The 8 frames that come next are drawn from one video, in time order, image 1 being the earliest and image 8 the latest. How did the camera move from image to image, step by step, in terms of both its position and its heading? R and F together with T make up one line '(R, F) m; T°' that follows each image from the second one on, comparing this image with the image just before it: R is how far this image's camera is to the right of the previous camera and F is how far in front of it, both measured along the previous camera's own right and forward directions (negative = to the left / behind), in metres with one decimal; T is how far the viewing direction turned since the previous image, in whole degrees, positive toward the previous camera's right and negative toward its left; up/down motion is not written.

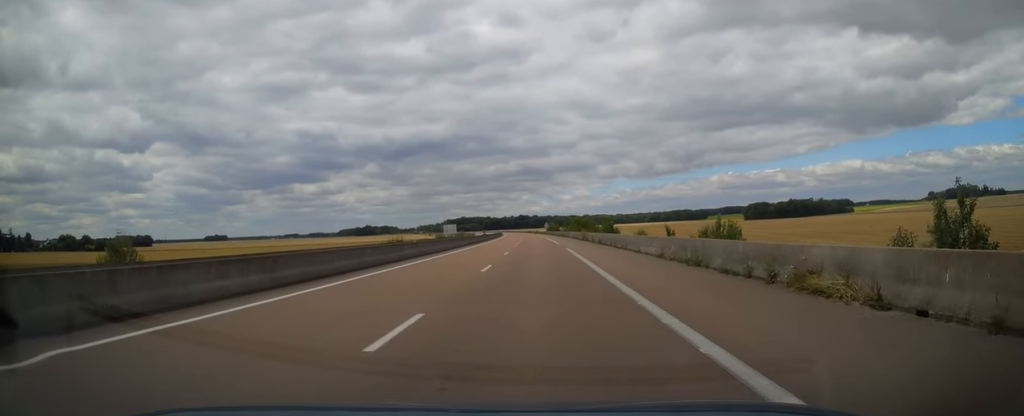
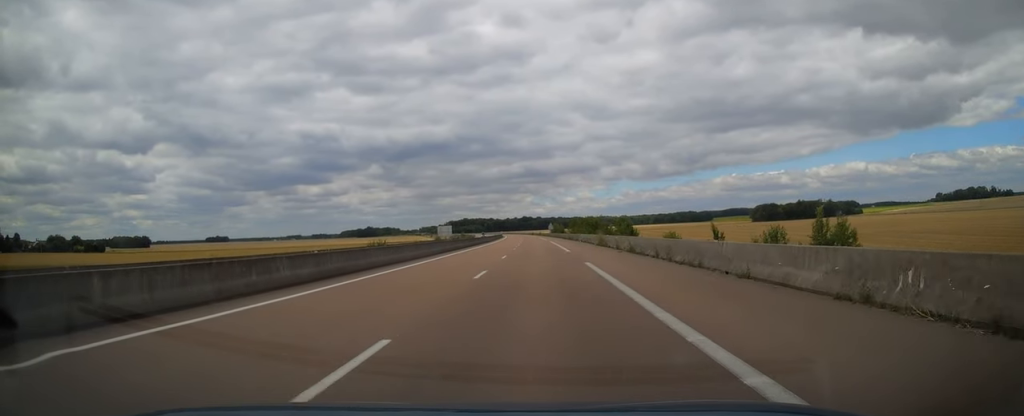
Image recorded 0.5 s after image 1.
(0.0, +15.1) m; 0°
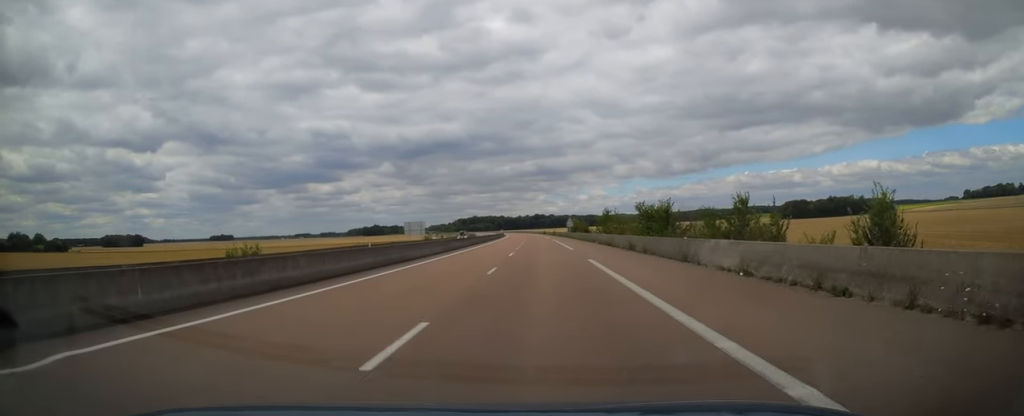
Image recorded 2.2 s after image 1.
(-0.6, +50.3) m; -1°
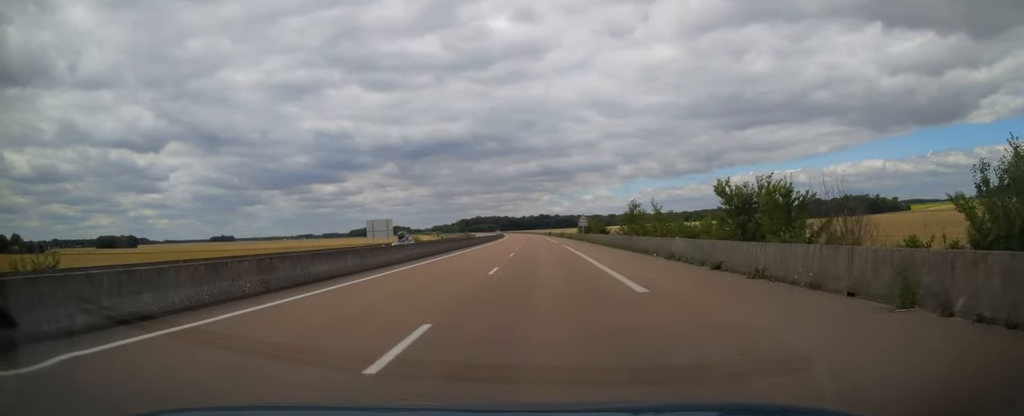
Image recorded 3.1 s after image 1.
(-0.2, +25.9) m; 0°
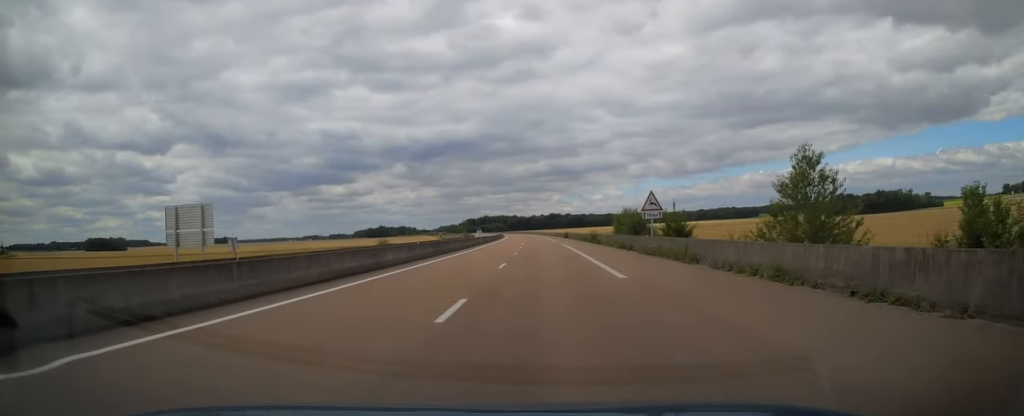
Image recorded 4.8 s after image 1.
(-0.1, +48.3) m; -1°
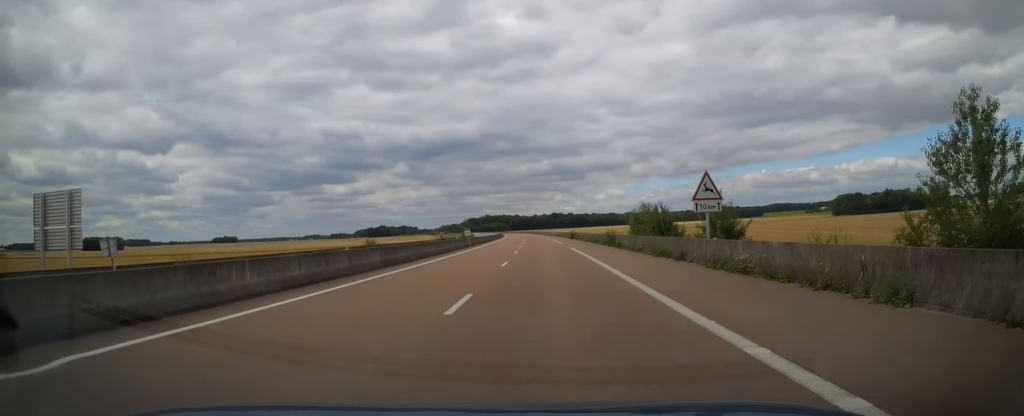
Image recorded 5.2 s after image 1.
(-0.2, +12.2) m; 0°
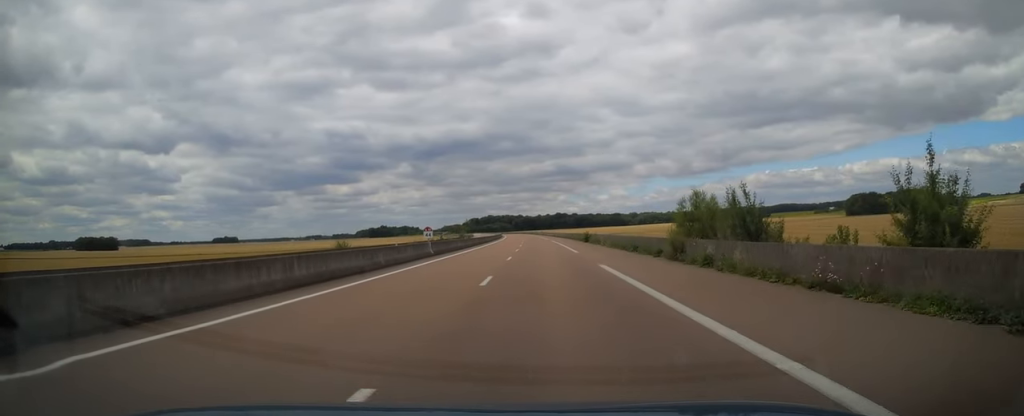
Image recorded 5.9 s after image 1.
(-0.2, +20.5) m; 0°
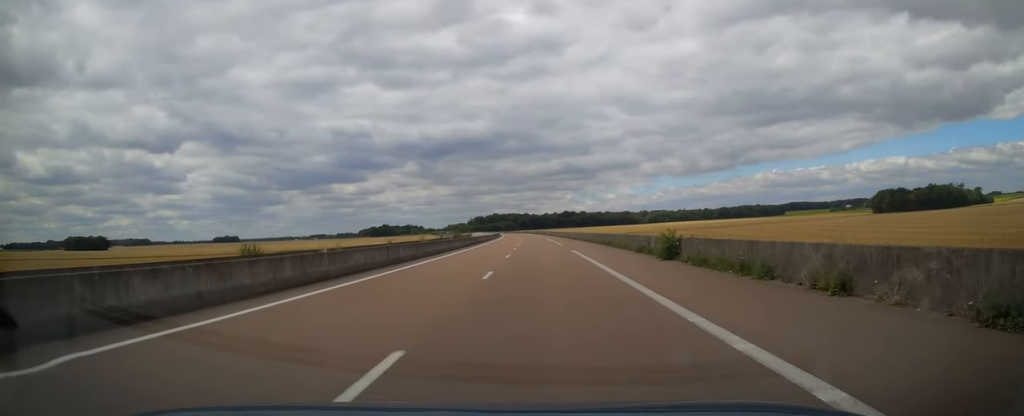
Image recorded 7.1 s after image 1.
(0.0, +37.1) m; 0°
